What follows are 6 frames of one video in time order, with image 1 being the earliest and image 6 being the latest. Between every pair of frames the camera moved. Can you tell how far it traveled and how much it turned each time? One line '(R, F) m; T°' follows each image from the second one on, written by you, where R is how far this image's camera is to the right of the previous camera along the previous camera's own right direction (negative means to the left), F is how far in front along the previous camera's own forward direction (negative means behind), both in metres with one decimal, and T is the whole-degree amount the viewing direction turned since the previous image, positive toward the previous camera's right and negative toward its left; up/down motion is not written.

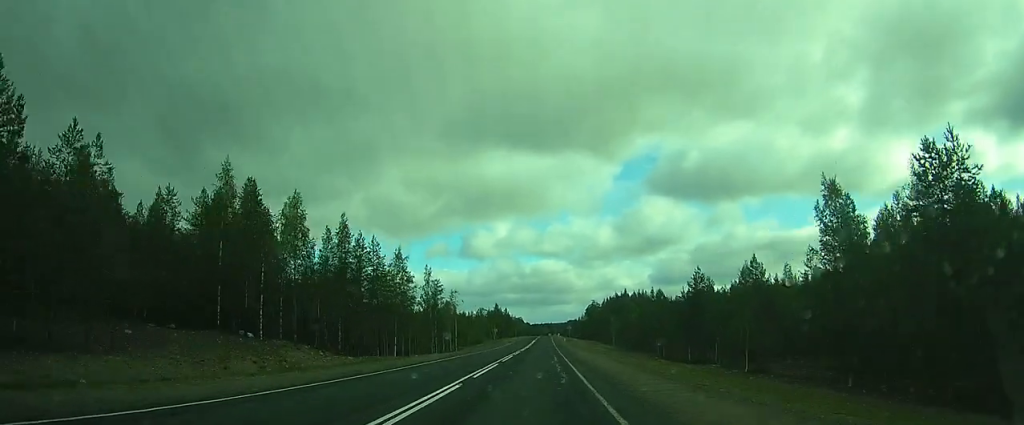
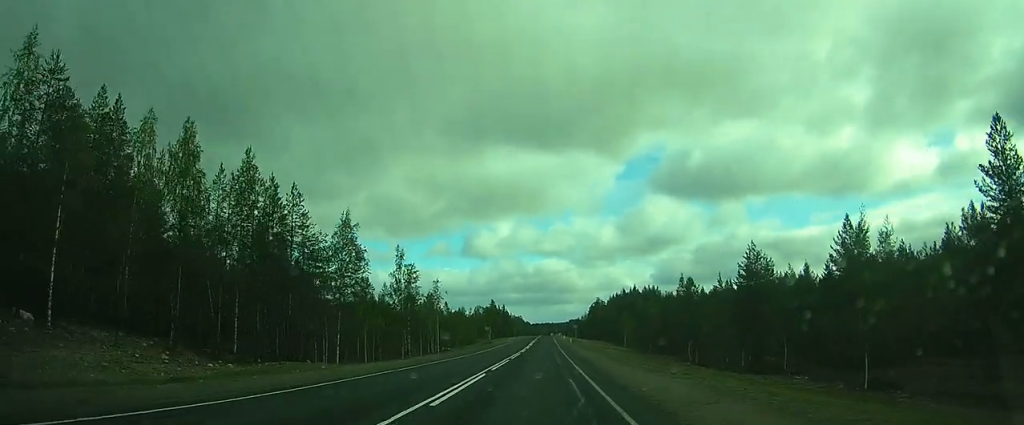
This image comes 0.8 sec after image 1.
(0.0, +18.3) m; 0°
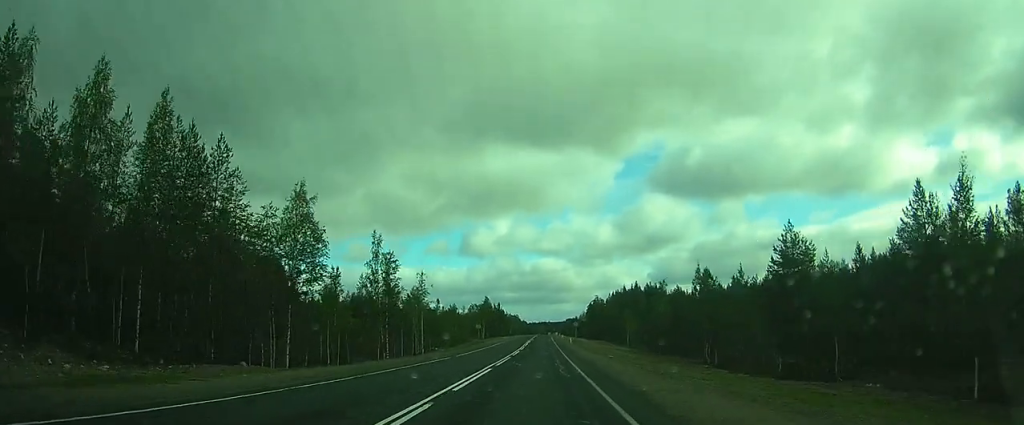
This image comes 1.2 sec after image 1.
(0.0, +8.7) m; 0°
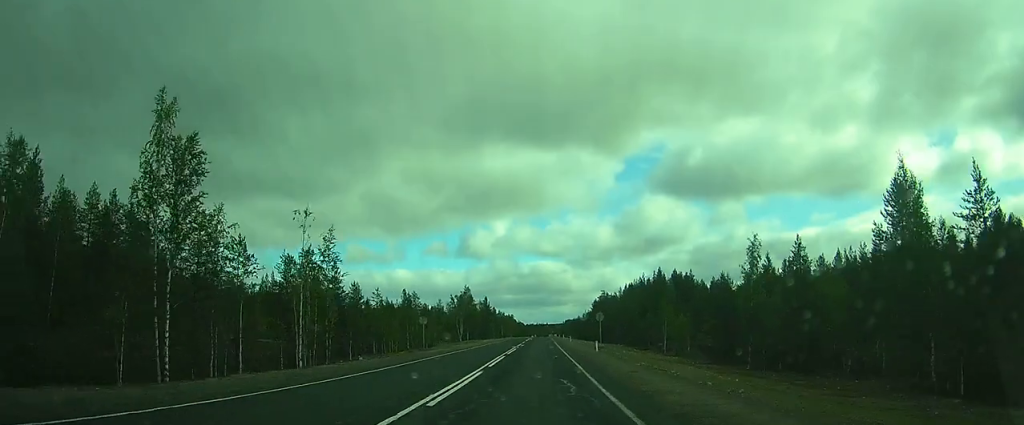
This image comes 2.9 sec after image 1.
(+0.1, +36.5) m; 0°
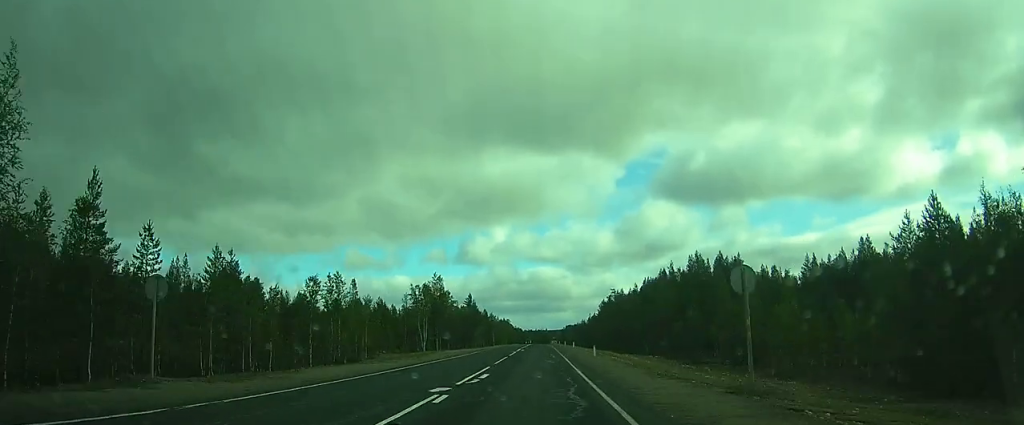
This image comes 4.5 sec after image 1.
(+0.1, +33.1) m; 0°
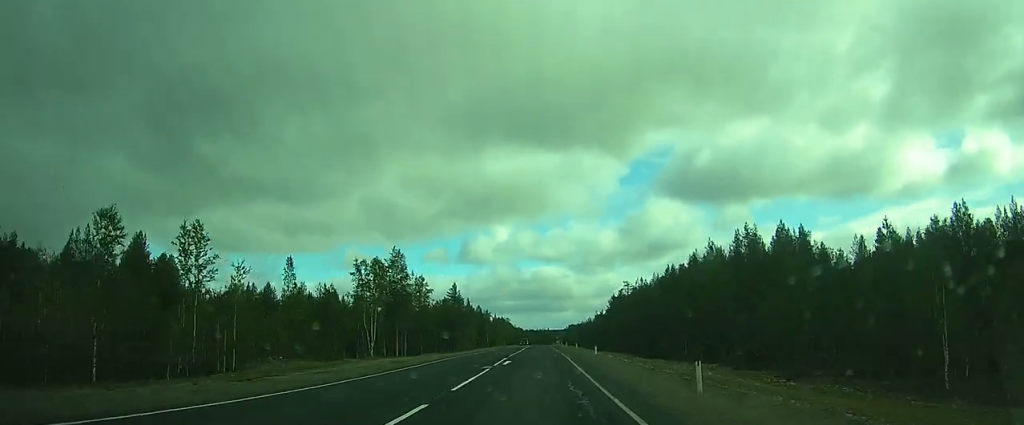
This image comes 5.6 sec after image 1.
(0.0, +24.6) m; 0°
